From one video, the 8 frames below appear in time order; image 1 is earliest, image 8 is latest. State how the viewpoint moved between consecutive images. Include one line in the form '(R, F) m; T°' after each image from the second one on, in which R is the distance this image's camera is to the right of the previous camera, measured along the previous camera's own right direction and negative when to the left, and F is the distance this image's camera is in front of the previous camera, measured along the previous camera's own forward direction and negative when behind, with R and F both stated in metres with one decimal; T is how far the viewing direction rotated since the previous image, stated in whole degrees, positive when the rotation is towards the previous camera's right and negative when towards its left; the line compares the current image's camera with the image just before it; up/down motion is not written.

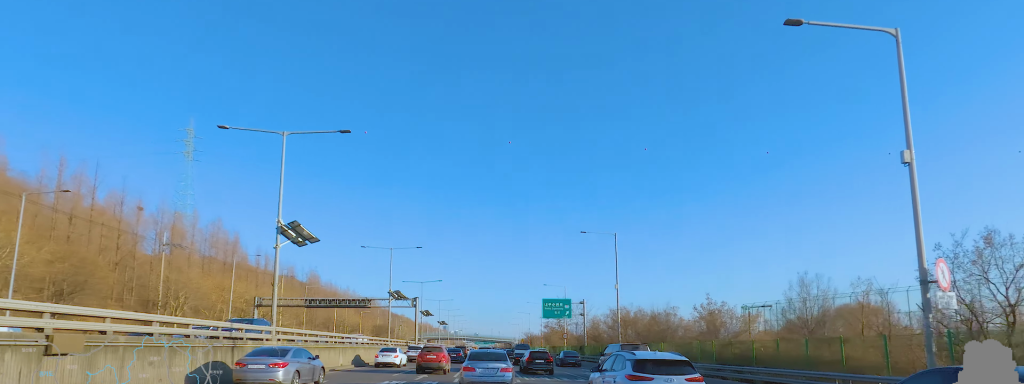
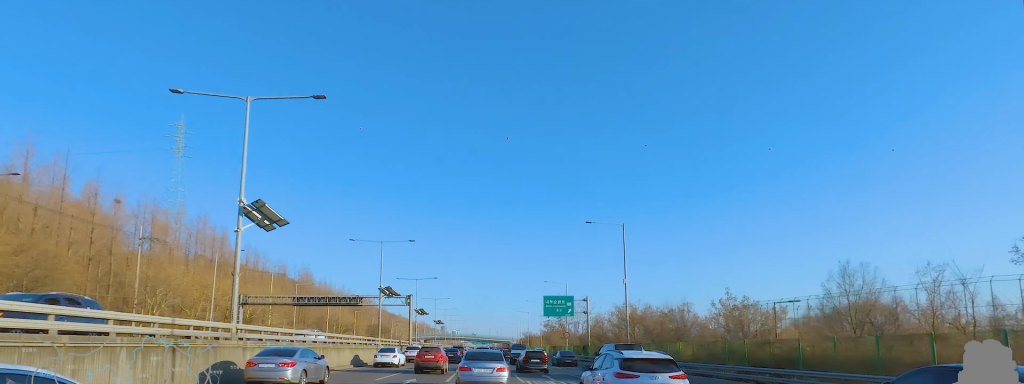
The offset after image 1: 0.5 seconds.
(+0.2, +3.9) m; 0°
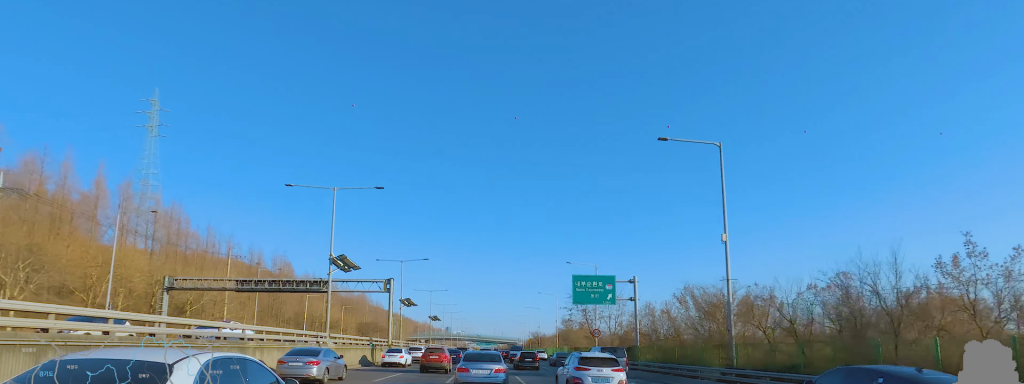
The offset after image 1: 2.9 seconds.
(0.0, +18.6) m; 0°
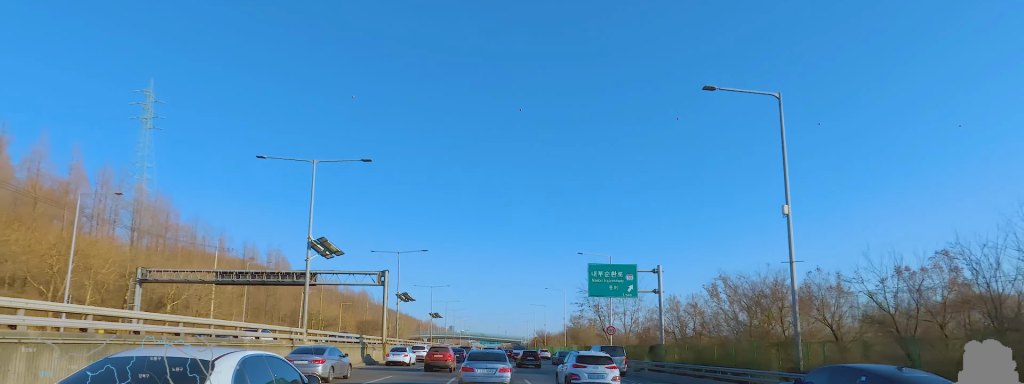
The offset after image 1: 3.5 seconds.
(-0.3, +4.9) m; 0°
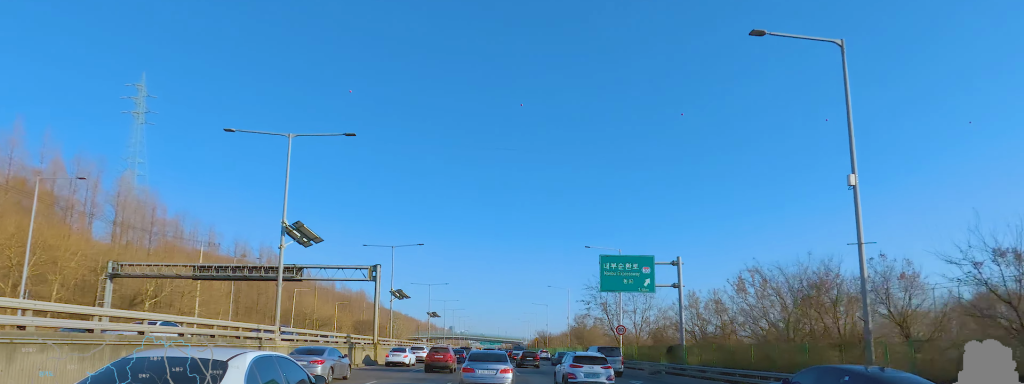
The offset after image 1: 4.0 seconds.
(+0.1, +3.8) m; -2°
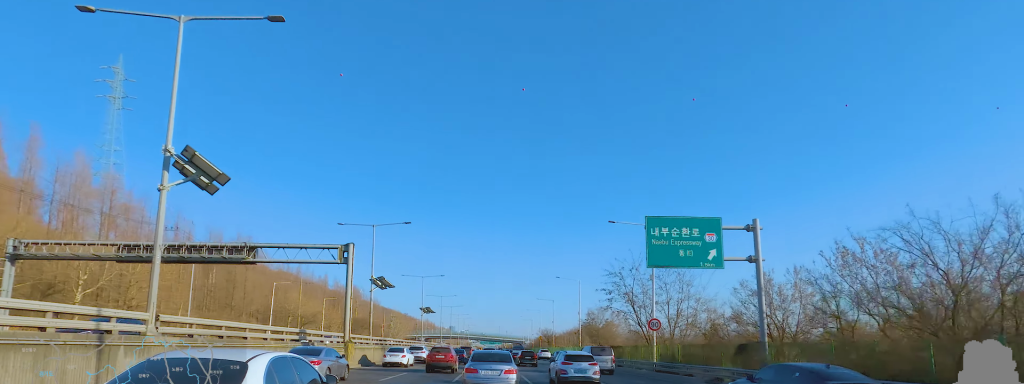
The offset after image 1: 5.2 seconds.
(-0.4, +9.4) m; -1°
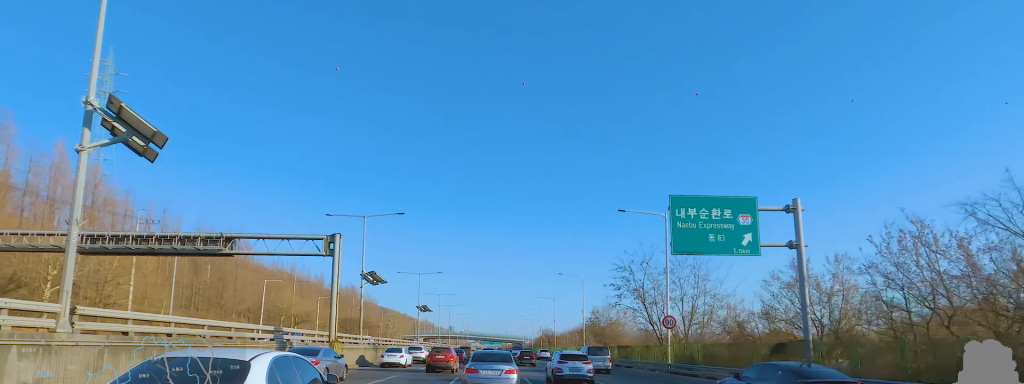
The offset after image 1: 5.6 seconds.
(-0.6, +3.2) m; +2°
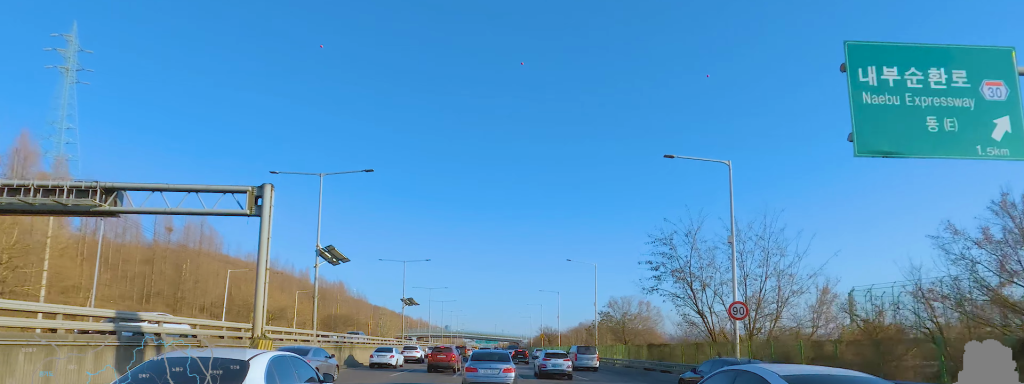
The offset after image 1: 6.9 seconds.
(+1.4, +10.2) m; 0°
